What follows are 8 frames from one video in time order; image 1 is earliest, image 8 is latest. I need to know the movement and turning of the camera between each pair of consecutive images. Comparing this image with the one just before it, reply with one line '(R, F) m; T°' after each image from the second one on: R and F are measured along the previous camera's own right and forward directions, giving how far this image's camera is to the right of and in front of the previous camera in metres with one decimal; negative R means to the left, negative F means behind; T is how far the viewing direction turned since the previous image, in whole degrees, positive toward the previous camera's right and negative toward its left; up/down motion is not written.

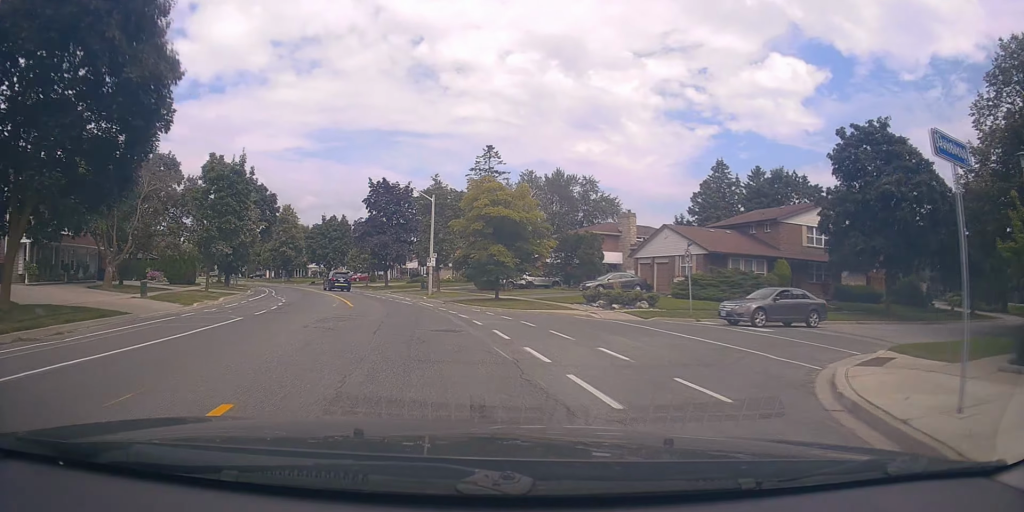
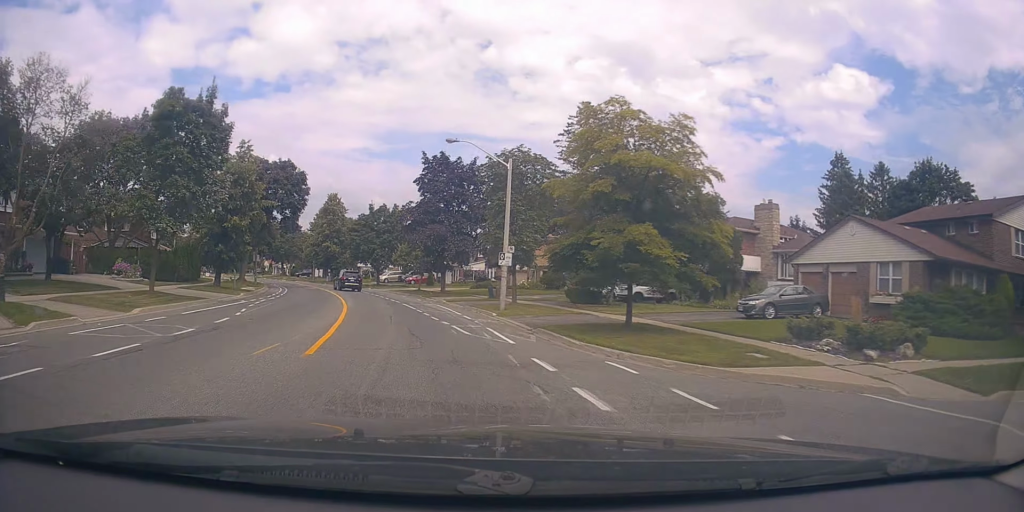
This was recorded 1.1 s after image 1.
(-1.1, +14.4) m; -7°
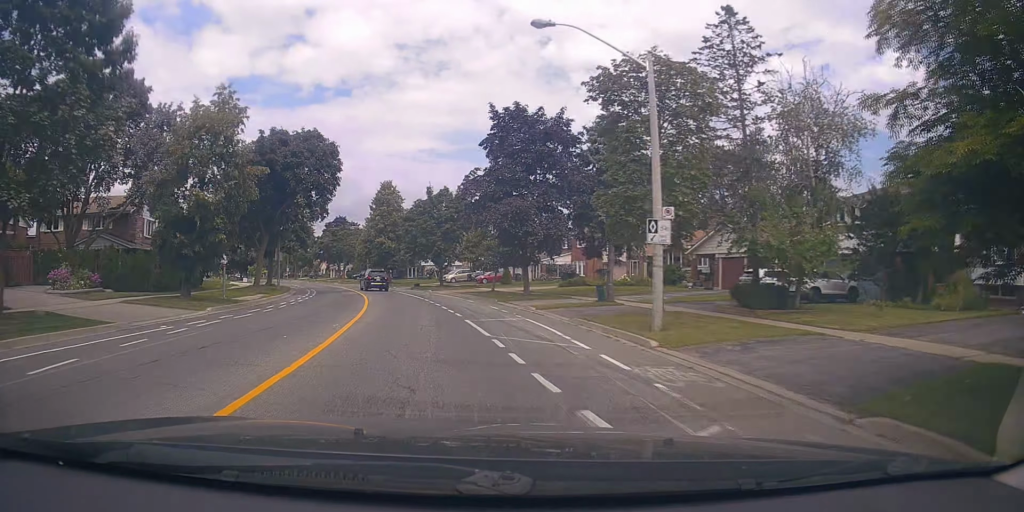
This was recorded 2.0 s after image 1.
(-0.6, +13.2) m; -6°
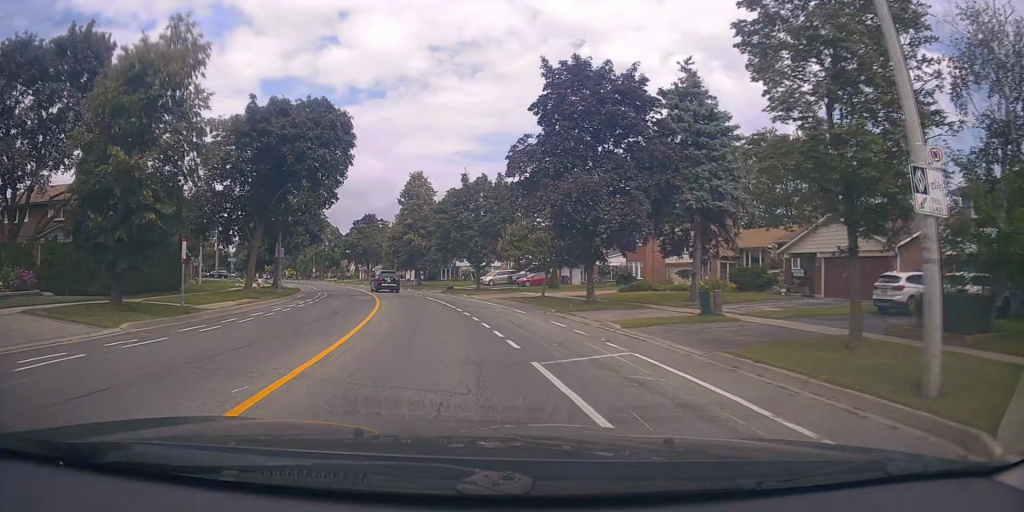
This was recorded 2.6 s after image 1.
(-0.6, +8.3) m; -3°
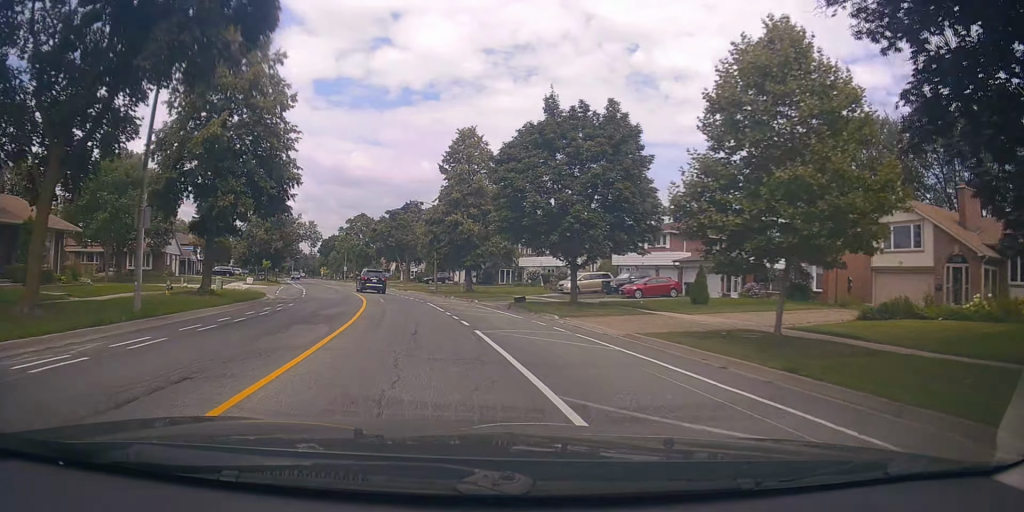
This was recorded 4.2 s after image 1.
(-1.3, +22.1) m; -9°
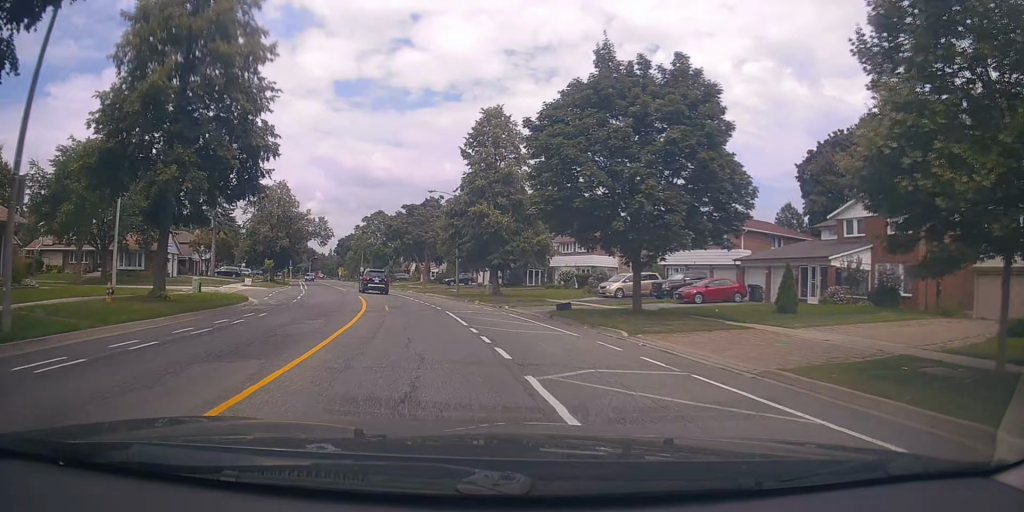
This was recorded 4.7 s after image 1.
(-0.3, +6.5) m; -4°
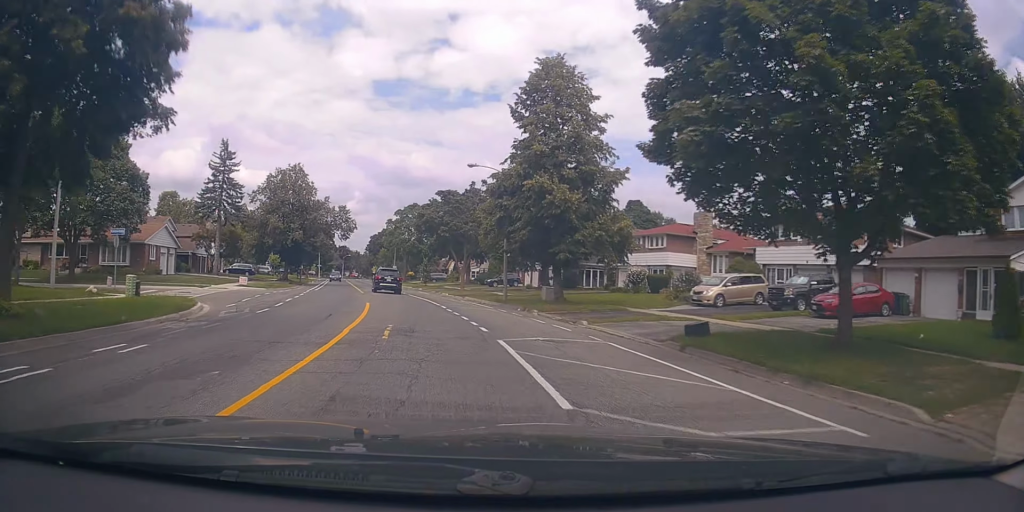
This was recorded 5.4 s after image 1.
(-0.3, +10.4) m; -2°
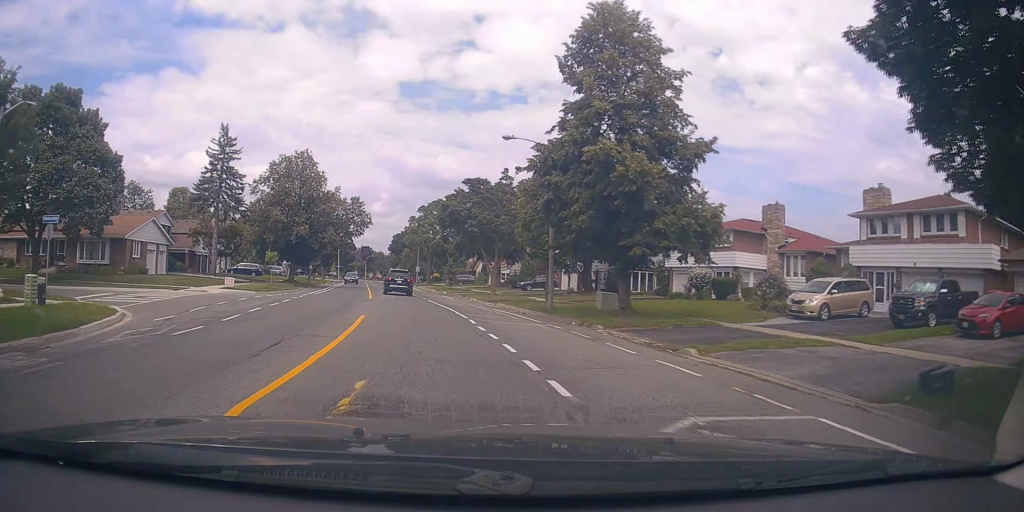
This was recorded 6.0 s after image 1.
(-0.1, +7.6) m; -1°
